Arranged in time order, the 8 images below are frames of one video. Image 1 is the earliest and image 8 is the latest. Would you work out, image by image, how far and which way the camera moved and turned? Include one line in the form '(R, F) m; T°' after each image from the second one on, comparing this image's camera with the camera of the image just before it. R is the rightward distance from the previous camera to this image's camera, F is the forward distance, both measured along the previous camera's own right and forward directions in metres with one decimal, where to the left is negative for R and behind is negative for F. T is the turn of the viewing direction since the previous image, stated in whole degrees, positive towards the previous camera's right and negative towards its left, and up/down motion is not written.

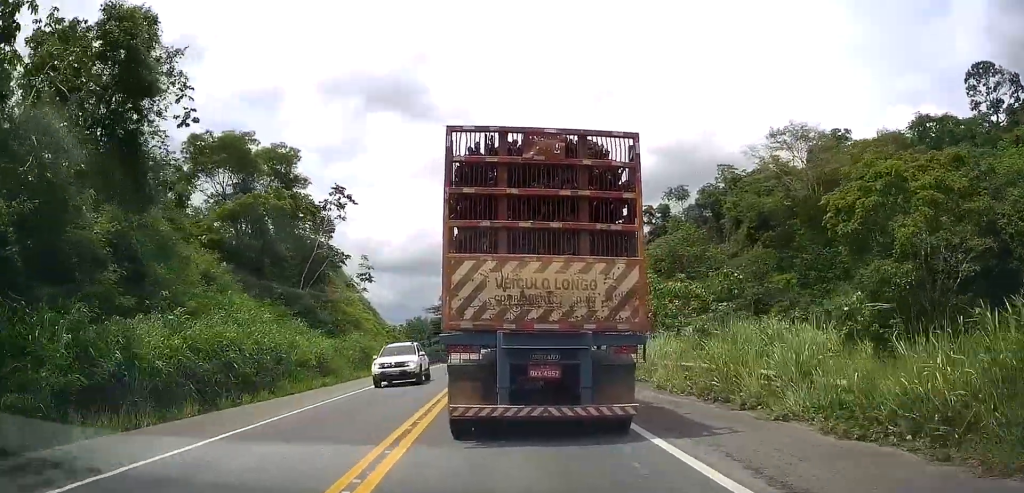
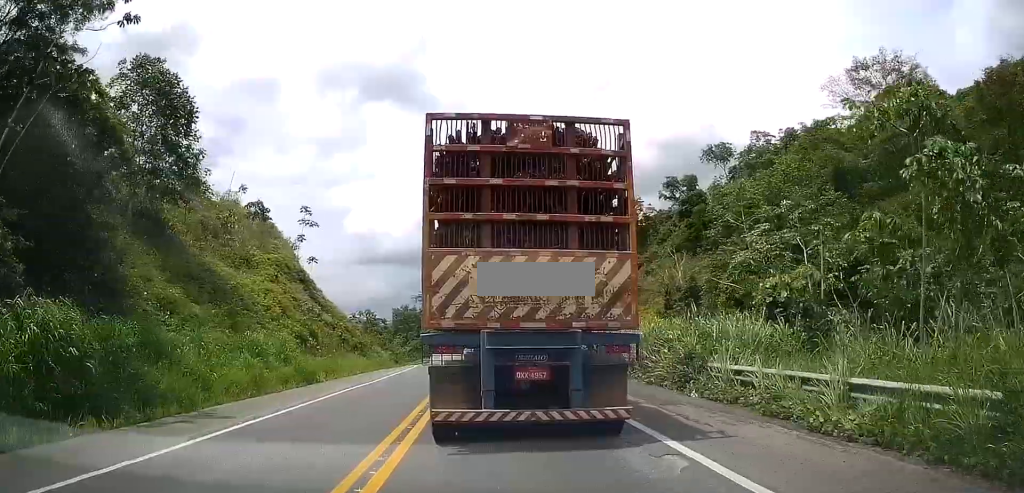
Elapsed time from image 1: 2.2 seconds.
(+0.6, +29.0) m; +1°
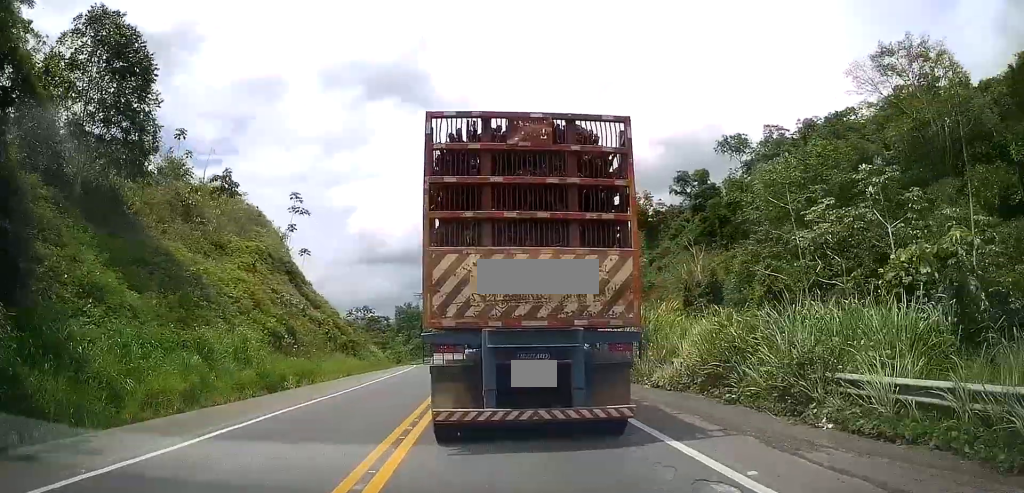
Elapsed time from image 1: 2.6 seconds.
(0.0, +5.3) m; -1°
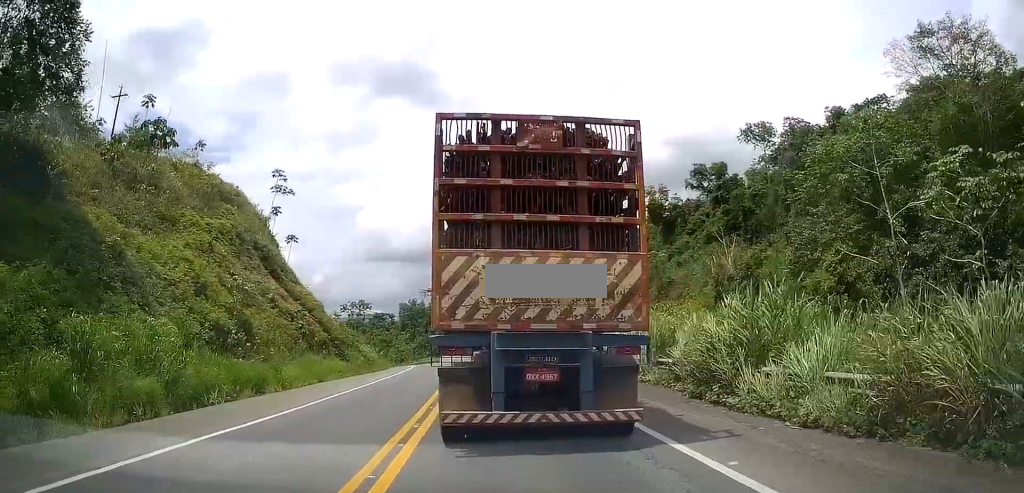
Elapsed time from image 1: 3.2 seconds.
(-0.2, +7.5) m; 0°
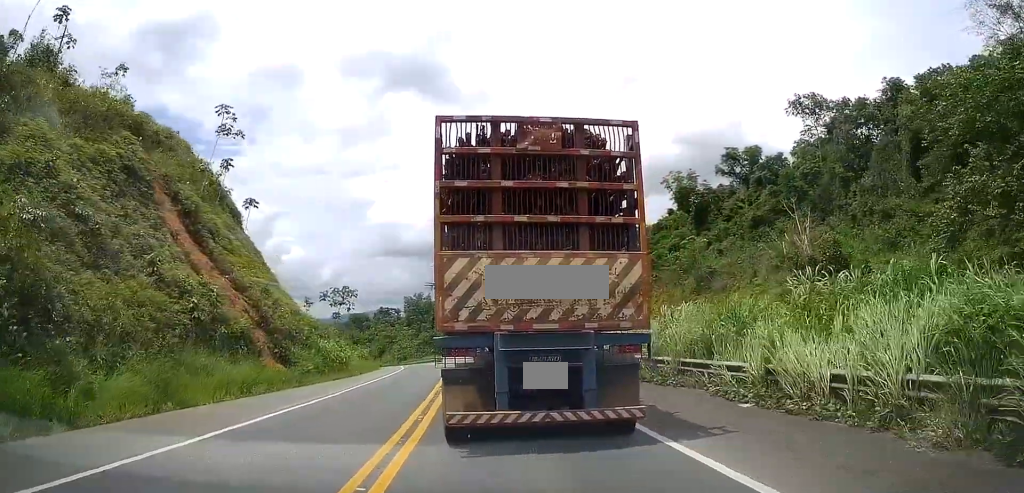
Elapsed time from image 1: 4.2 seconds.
(+0.2, +14.6) m; 0°
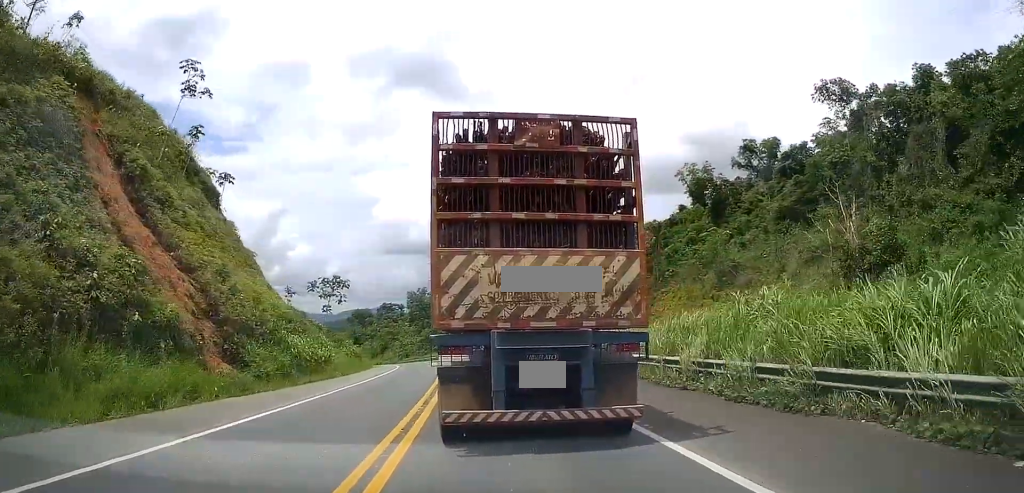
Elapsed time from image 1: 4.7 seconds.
(0.0, +6.5) m; -1°
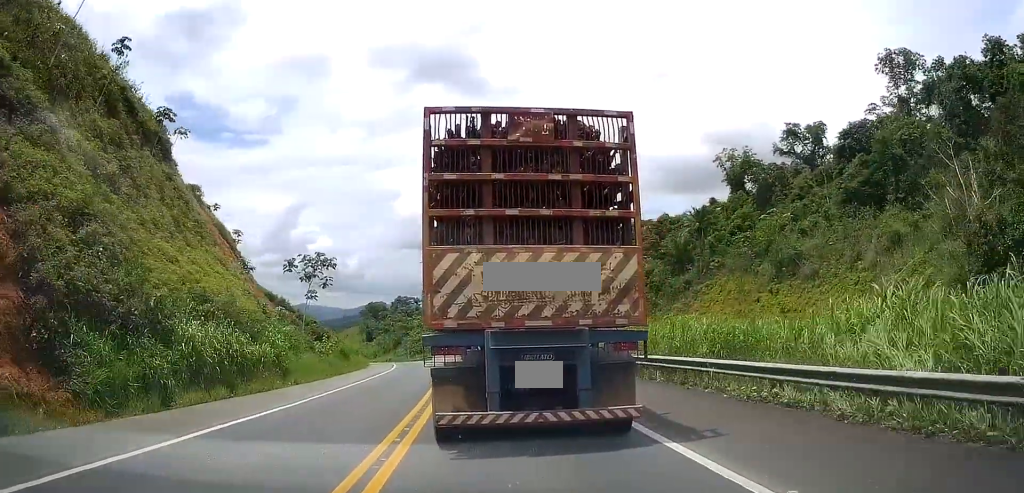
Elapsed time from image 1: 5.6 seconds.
(-0.2, +12.1) m; -2°
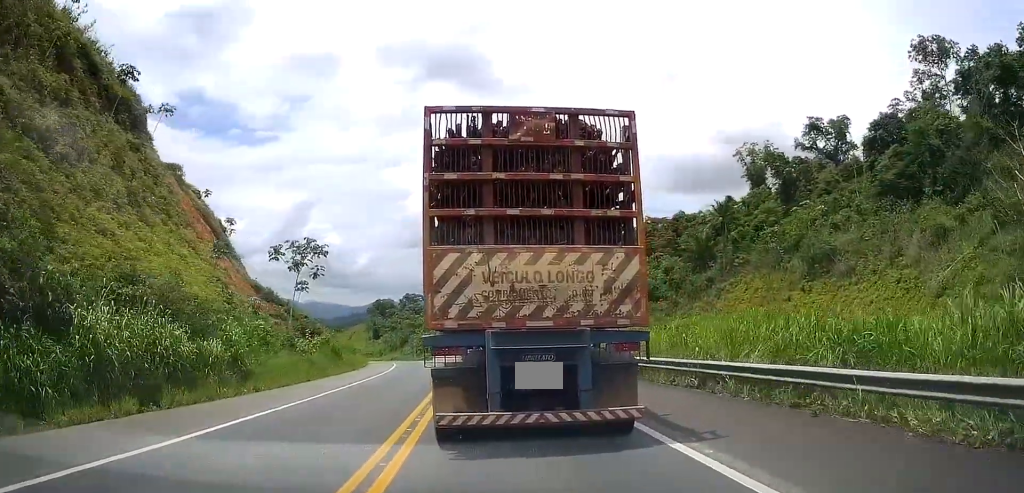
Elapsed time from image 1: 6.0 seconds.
(0.0, +5.4) m; -1°
